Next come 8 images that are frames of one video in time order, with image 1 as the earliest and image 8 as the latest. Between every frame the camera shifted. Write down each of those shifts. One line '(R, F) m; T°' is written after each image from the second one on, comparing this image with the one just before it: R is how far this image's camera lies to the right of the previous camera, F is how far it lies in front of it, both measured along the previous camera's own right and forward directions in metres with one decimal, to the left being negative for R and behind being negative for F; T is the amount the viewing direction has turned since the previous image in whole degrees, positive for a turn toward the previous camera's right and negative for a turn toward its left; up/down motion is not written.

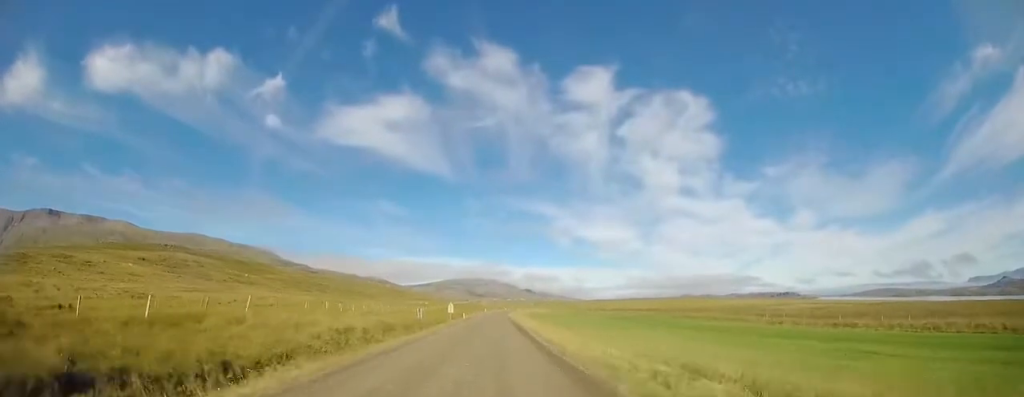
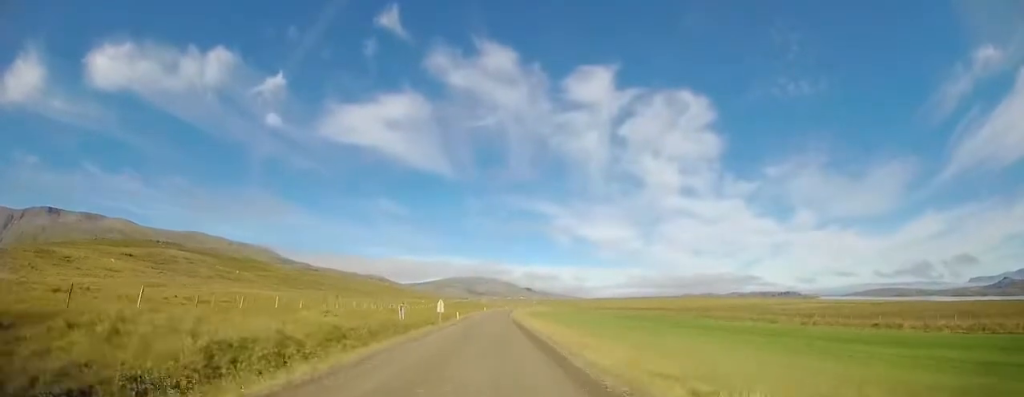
(-0.1, +9.4) m; -1°
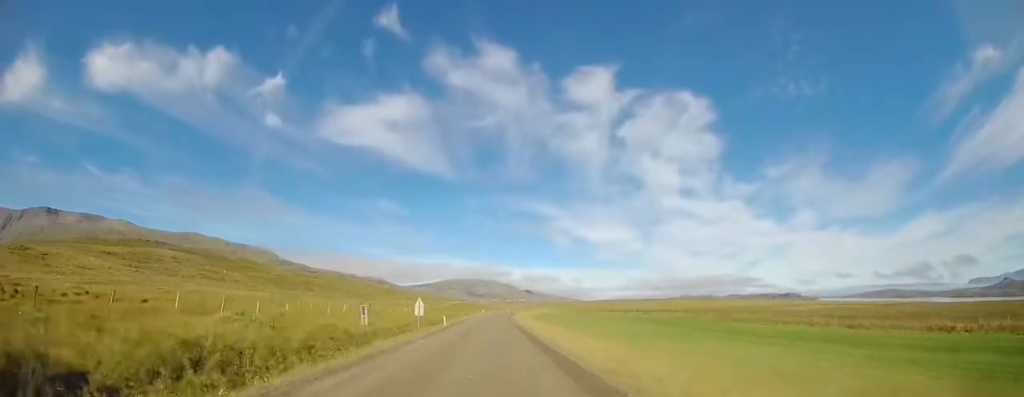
(-0.1, +10.5) m; -1°
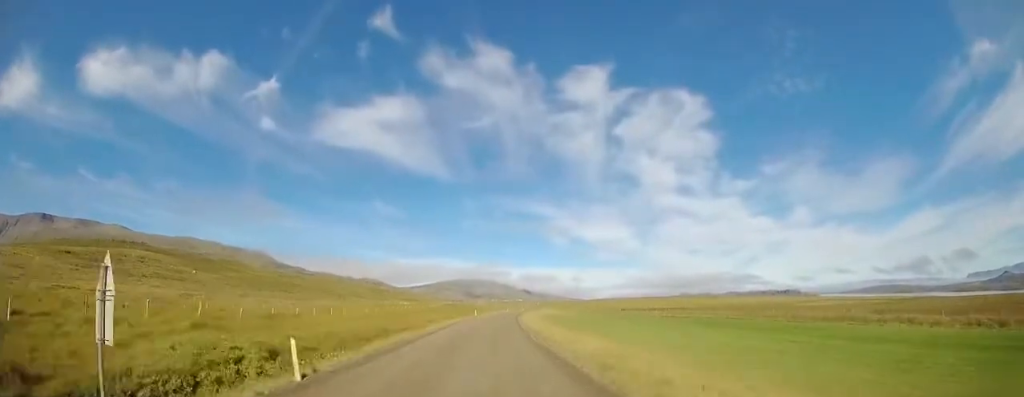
(-0.5, +23.5) m; 0°
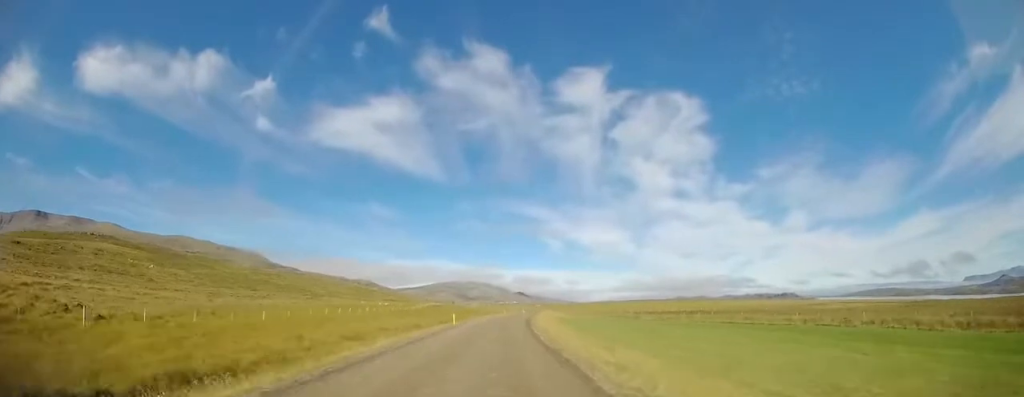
(+0.6, +26.1) m; +2°
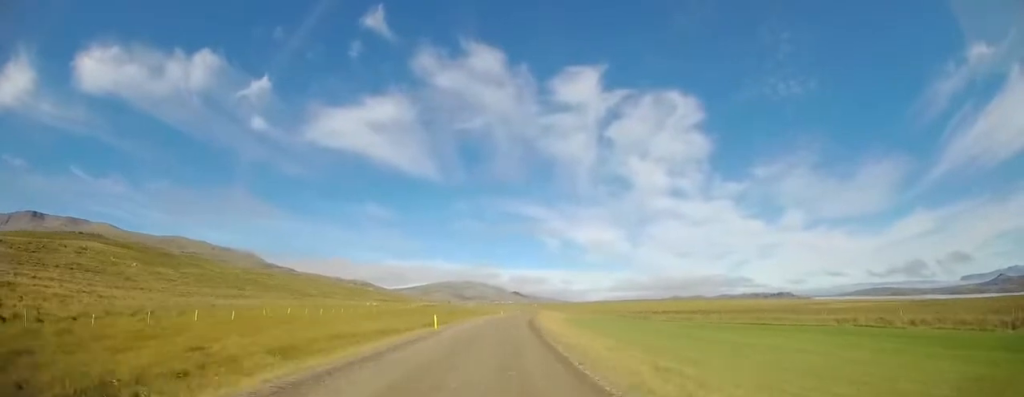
(-0.1, +8.1) m; 0°
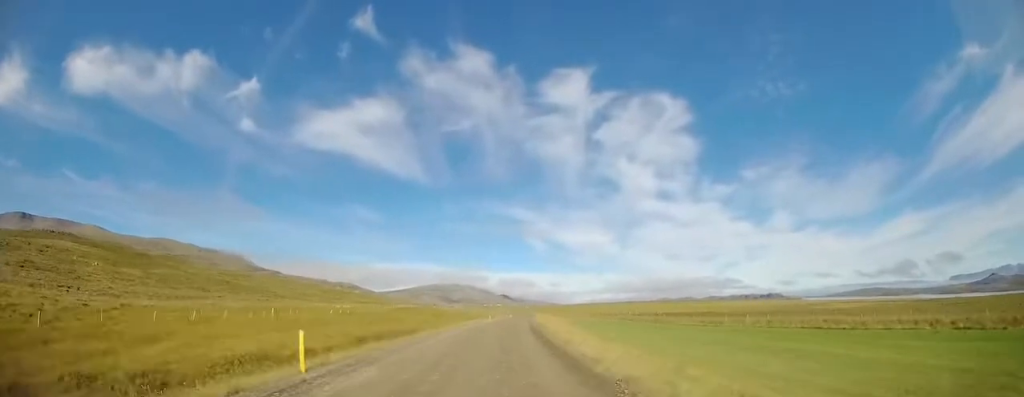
(+0.1, +16.4) m; +1°
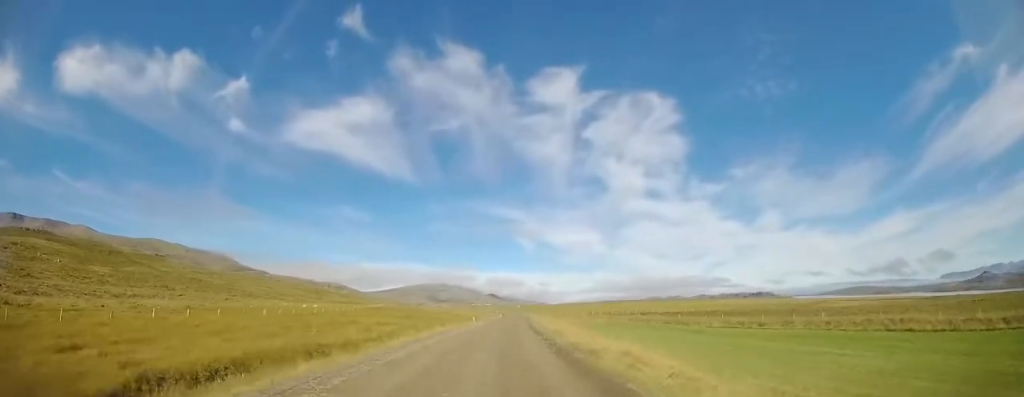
(+0.1, +15.5) m; 0°
